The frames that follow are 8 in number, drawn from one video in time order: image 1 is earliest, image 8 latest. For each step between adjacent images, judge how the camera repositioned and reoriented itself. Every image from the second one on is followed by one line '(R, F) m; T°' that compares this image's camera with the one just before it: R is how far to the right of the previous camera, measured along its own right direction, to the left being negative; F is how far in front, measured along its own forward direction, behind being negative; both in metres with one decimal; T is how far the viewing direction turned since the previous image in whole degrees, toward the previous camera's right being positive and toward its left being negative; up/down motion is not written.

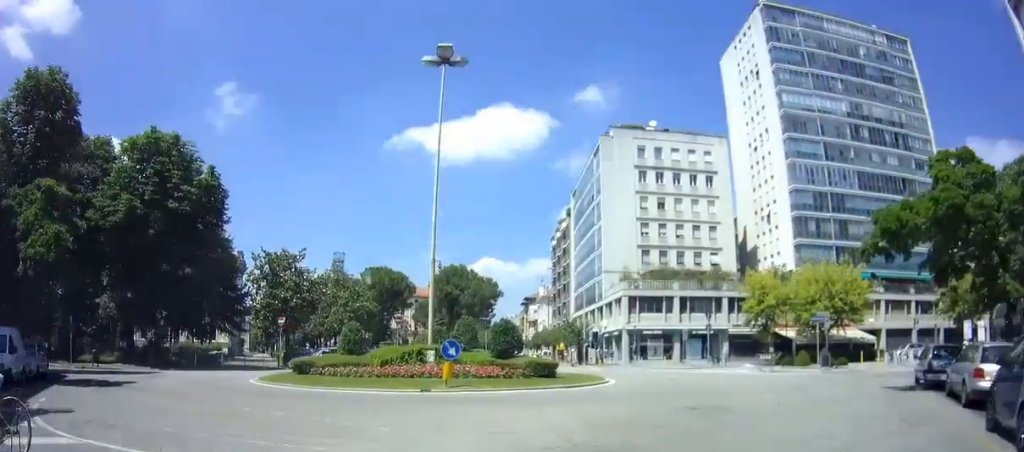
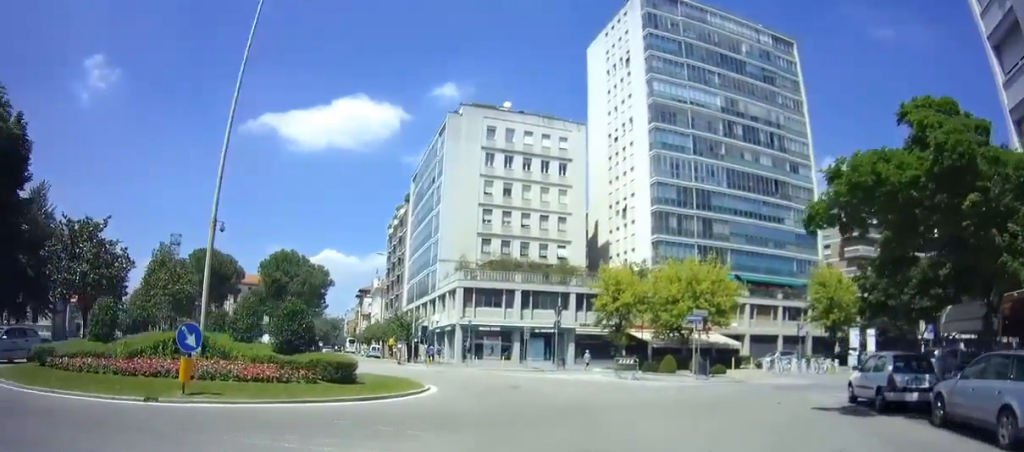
(+0.4, +7.3) m; +4°
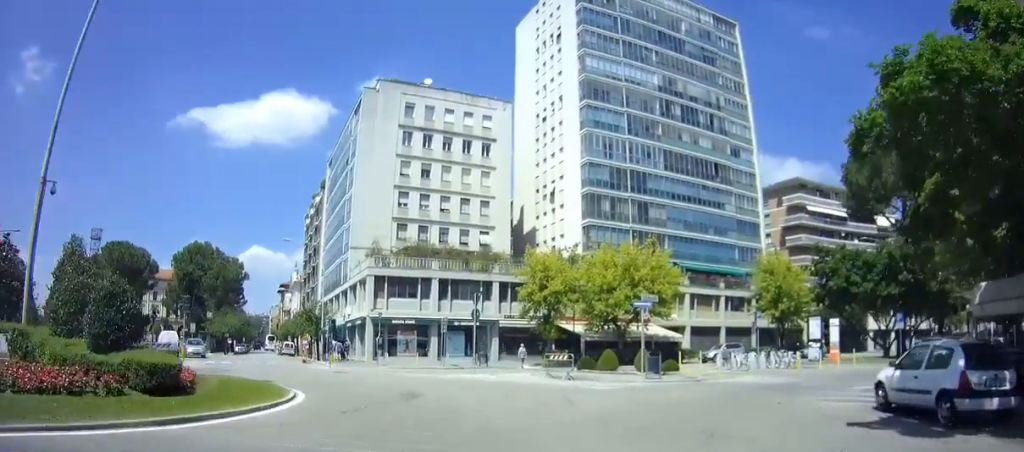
(0.0, +5.1) m; -1°
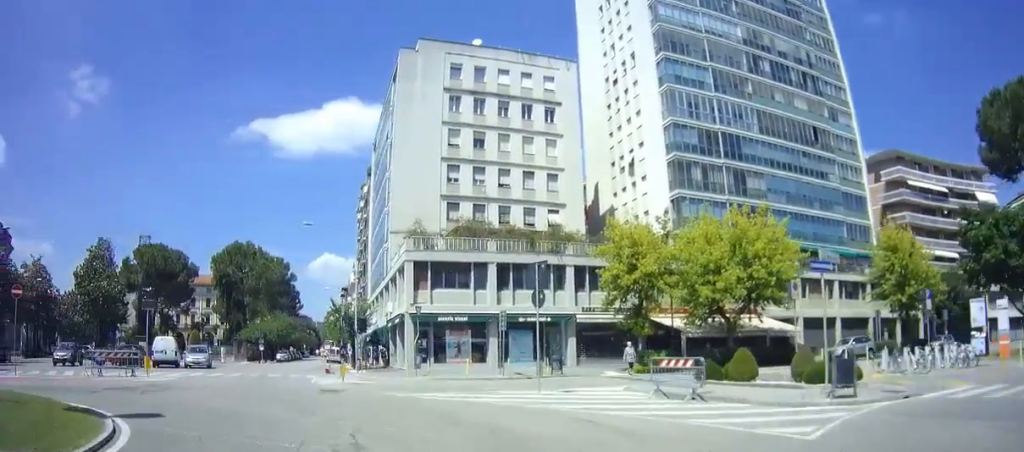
(-0.7, +8.2) m; -16°
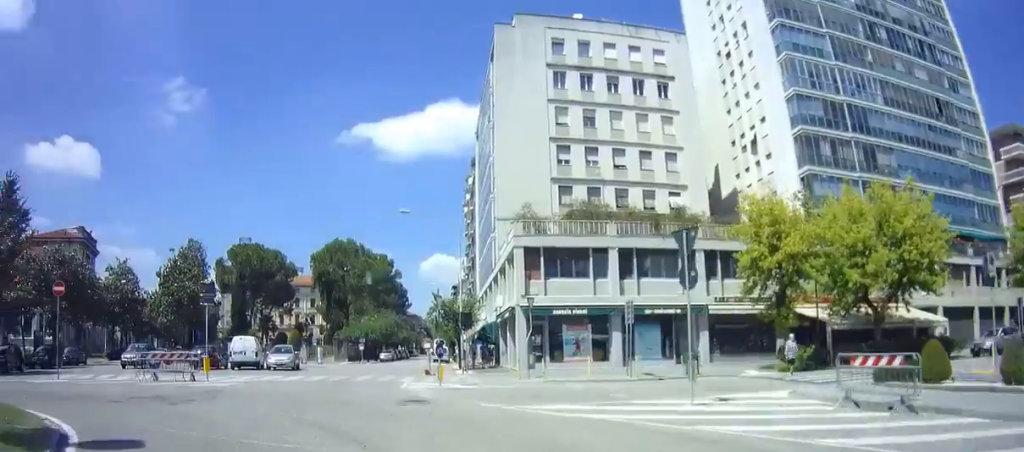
(-0.3, +3.6) m; -11°
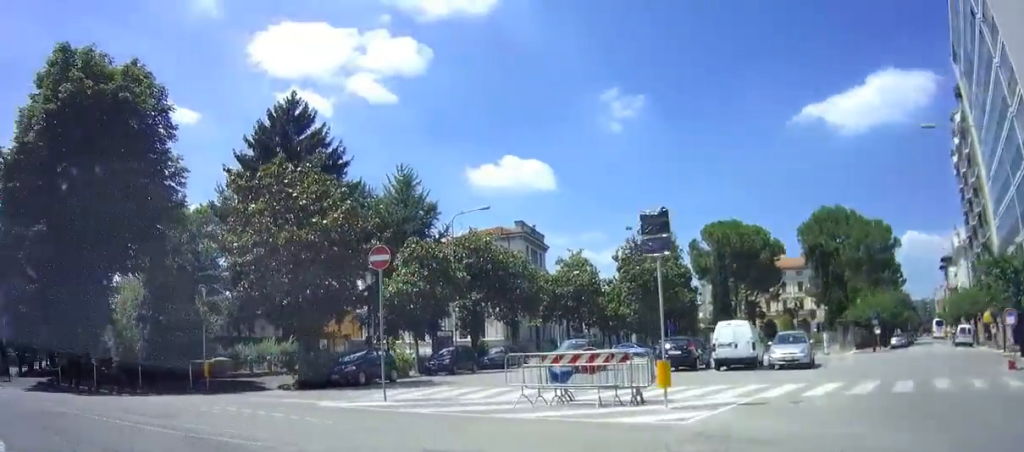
(-3.2, +11.0) m; -35°
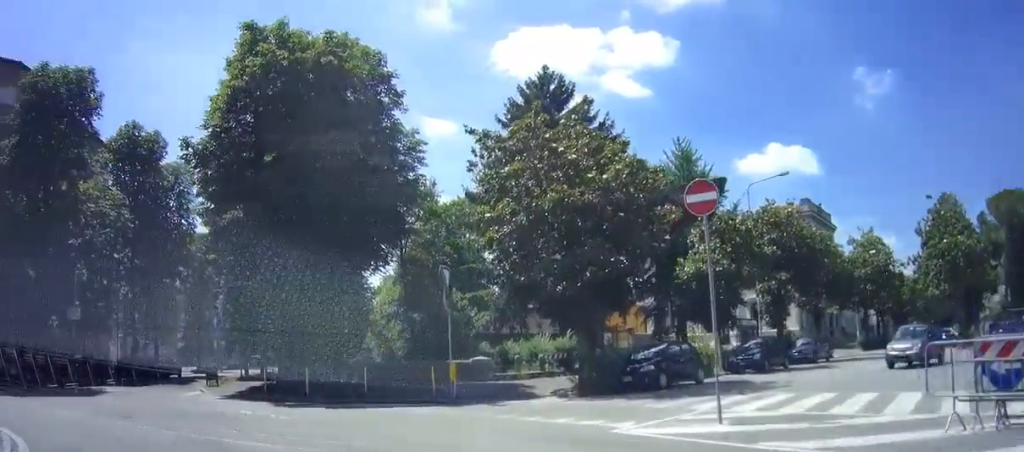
(-1.0, +4.9) m; -28°
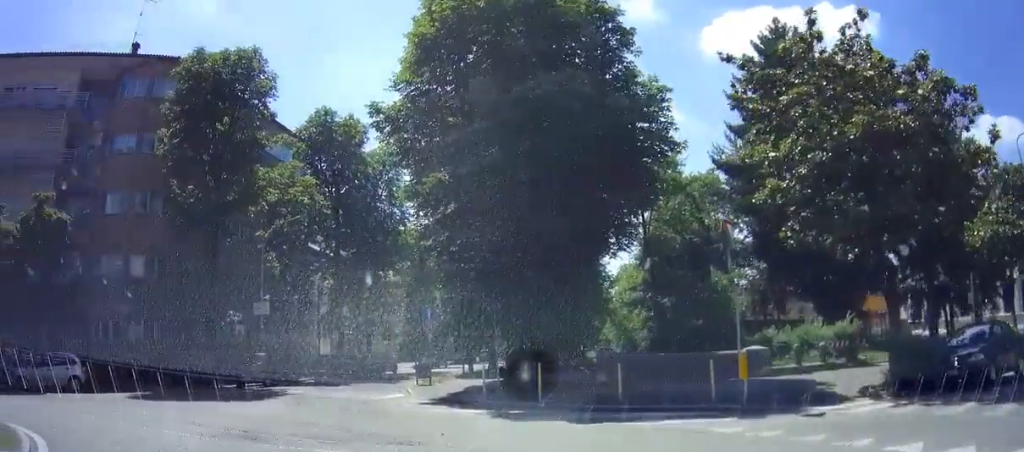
(-0.9, +4.1) m; -25°
